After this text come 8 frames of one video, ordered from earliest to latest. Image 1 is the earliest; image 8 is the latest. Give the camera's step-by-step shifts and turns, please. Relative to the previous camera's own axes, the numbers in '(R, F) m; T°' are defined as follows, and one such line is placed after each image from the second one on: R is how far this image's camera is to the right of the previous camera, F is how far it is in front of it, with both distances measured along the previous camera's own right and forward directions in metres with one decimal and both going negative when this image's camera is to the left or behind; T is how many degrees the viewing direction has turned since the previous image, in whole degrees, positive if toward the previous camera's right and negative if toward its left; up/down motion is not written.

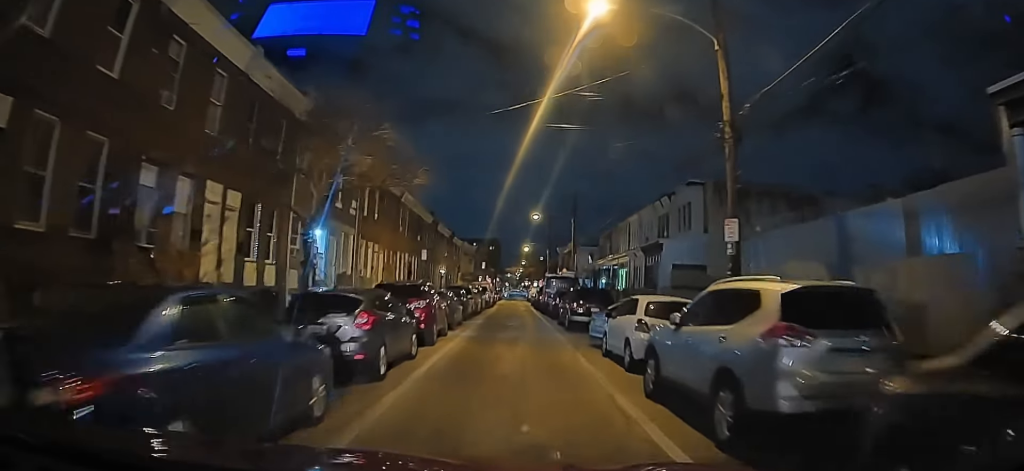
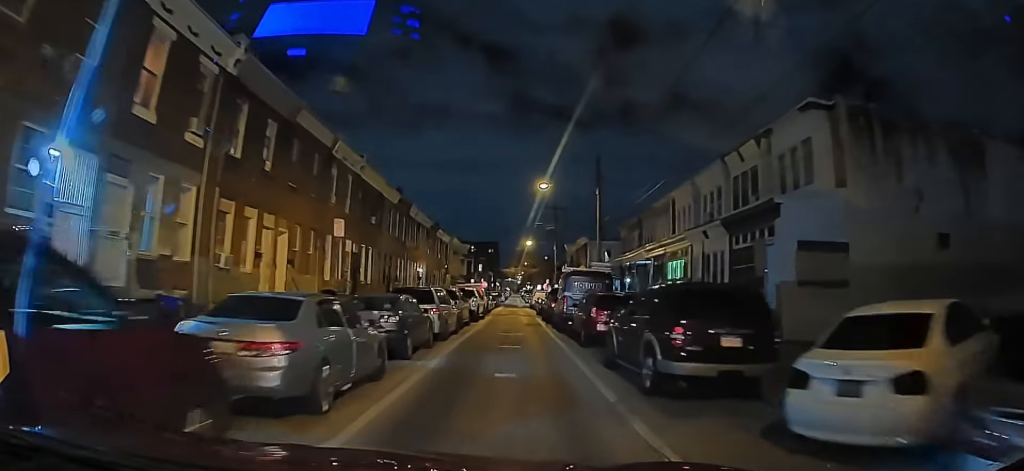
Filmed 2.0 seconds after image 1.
(-0.3, +14.8) m; 0°
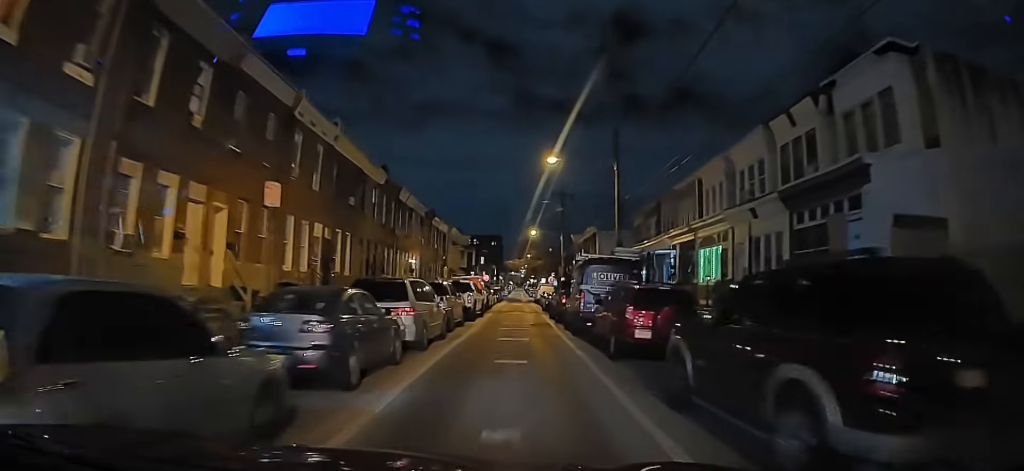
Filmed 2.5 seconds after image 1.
(-0.1, +4.4) m; -1°
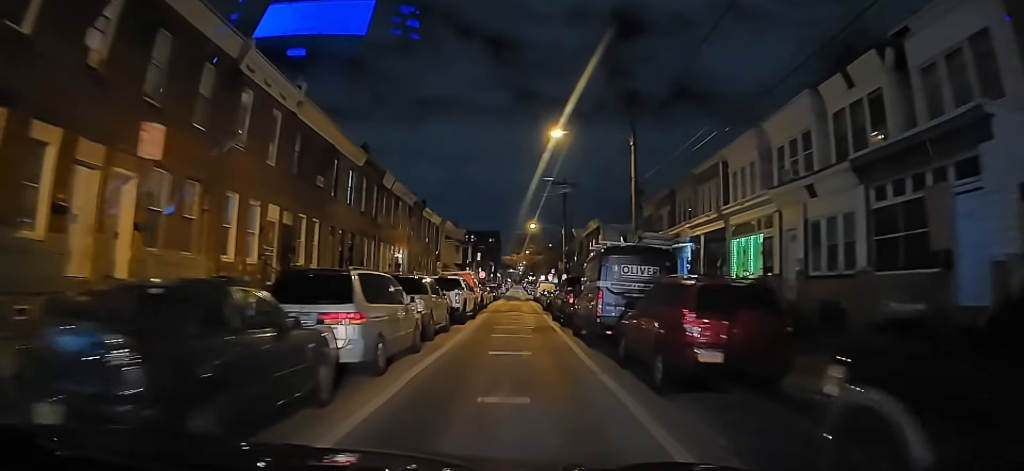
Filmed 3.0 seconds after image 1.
(-0.1, +4.0) m; -1°
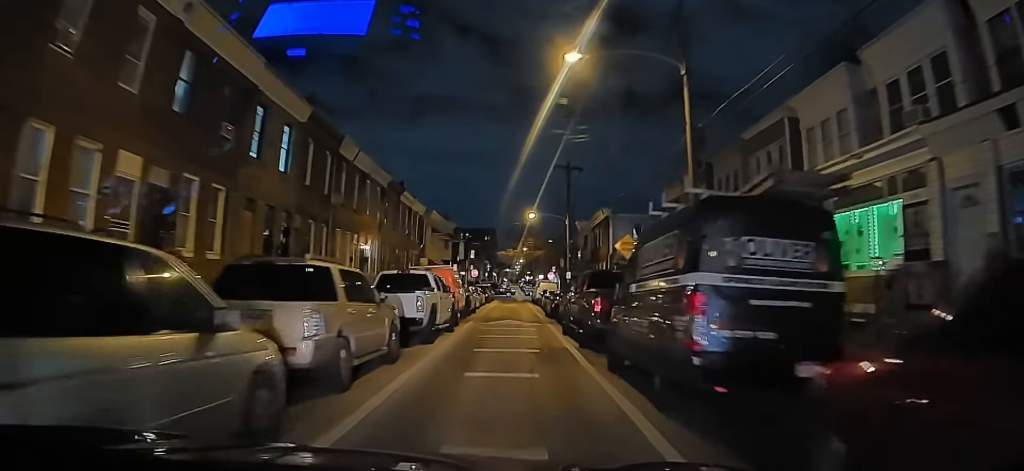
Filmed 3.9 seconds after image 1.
(0.0, +7.0) m; +1°
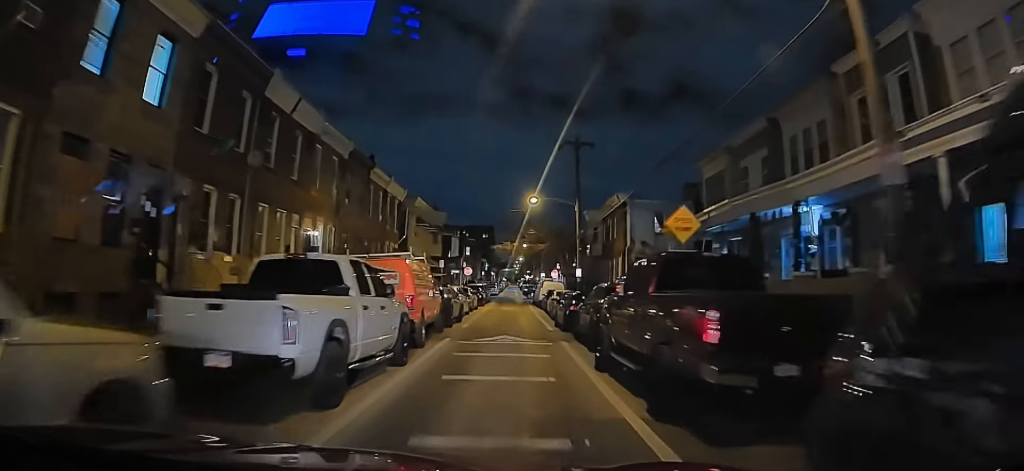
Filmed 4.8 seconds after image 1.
(+0.1, +6.9) m; +1°
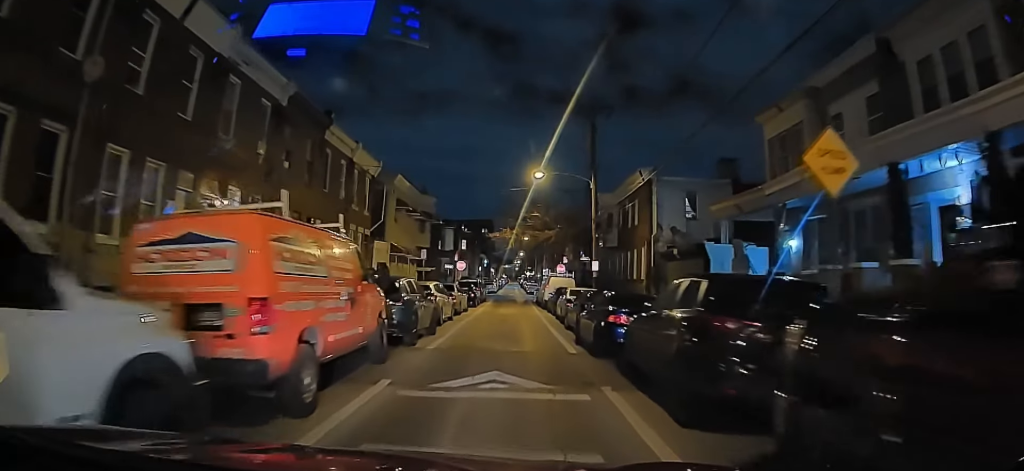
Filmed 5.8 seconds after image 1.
(0.0, +6.6) m; 0°
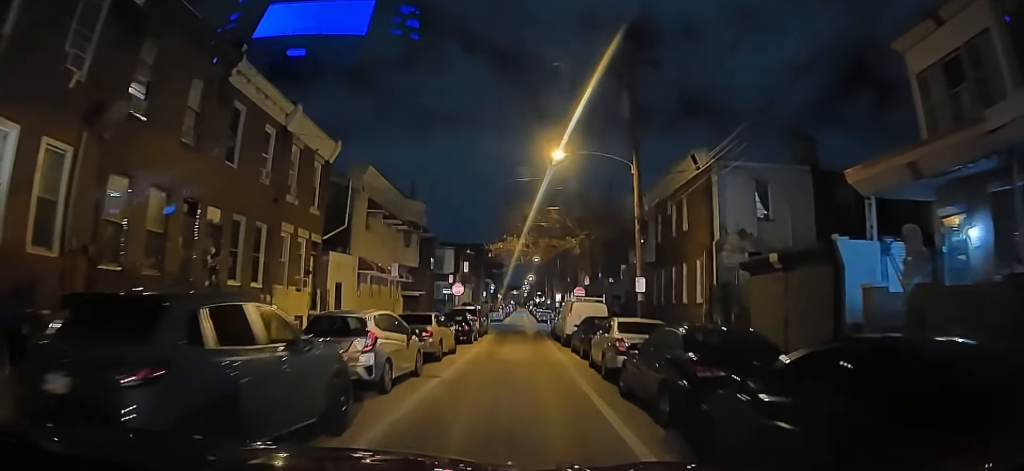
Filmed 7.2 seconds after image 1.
(0.0, +8.7) m; 0°
